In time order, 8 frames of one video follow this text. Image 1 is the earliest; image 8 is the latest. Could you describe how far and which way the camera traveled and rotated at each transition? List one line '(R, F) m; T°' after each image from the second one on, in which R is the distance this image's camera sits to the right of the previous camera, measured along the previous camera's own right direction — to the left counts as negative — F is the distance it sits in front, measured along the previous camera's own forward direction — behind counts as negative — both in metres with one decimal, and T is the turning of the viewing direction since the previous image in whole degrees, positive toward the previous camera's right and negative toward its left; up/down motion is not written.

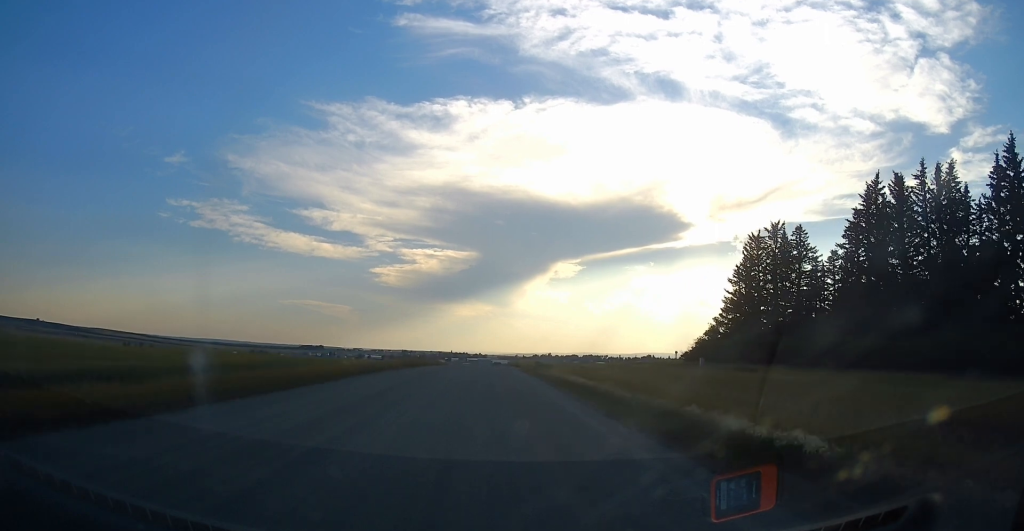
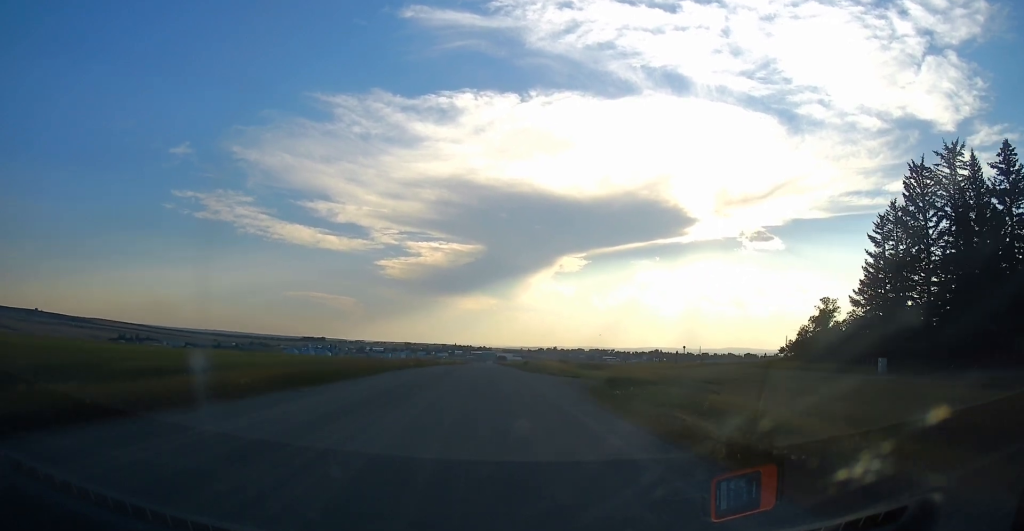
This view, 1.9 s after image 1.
(0.0, +33.6) m; 0°
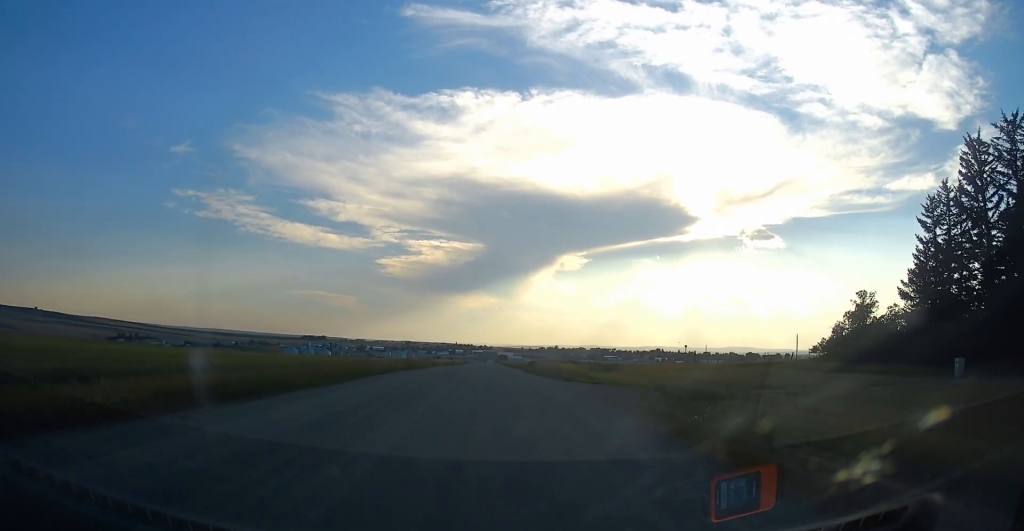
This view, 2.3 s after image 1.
(0.0, +7.5) m; 0°
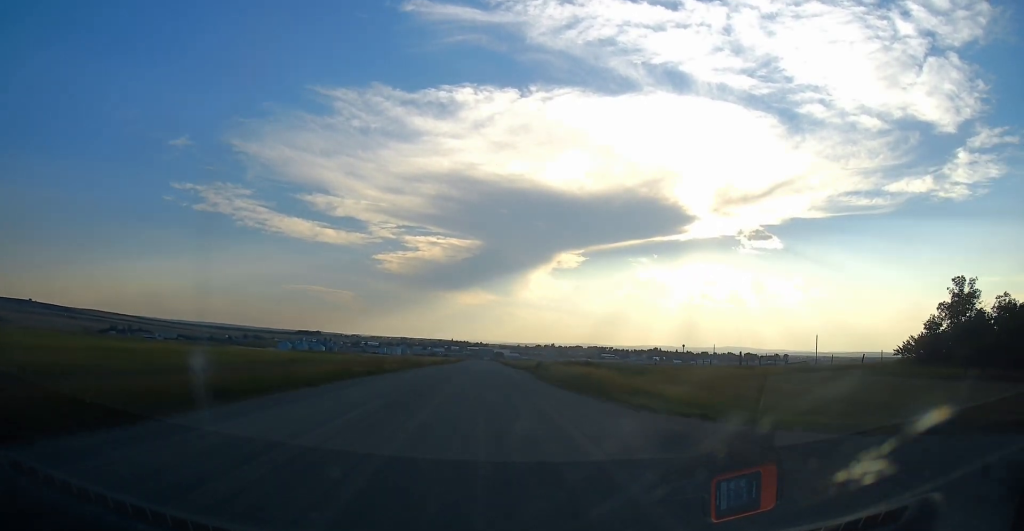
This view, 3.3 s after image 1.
(0.0, +16.1) m; 0°
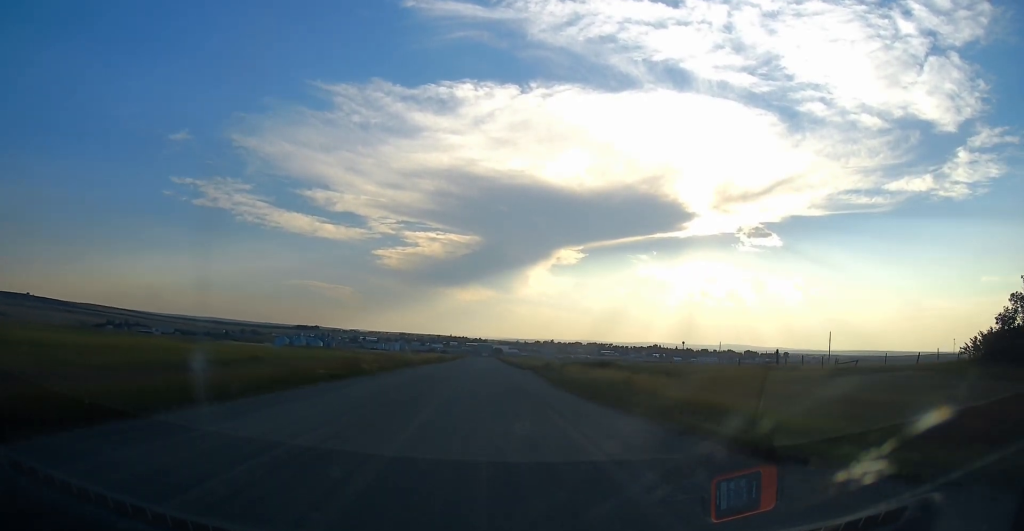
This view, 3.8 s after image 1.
(+0.1, +9.1) m; -1°
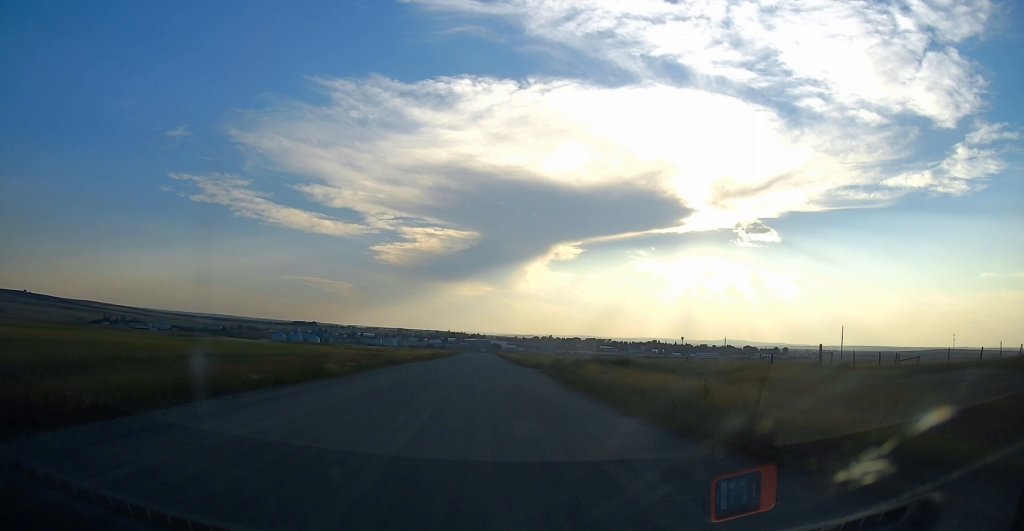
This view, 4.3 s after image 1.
(-0.1, +8.3) m; 0°
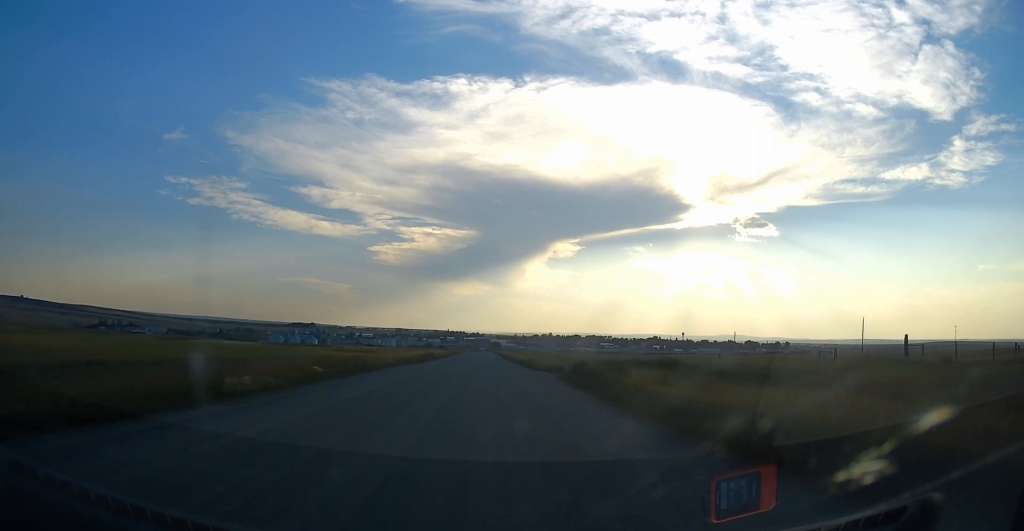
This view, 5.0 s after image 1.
(-0.2, +11.5) m; 0°
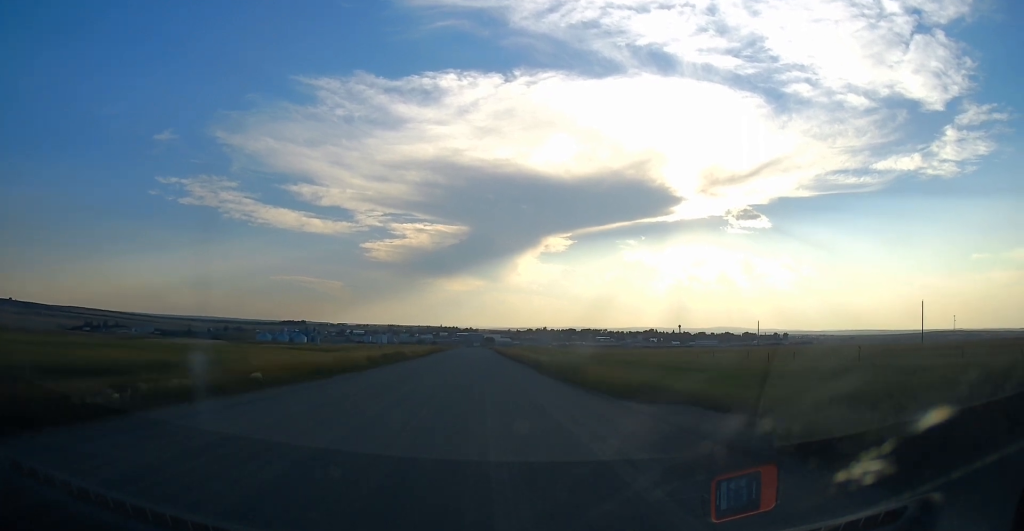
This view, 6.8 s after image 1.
(+0.7, +29.3) m; +1°
